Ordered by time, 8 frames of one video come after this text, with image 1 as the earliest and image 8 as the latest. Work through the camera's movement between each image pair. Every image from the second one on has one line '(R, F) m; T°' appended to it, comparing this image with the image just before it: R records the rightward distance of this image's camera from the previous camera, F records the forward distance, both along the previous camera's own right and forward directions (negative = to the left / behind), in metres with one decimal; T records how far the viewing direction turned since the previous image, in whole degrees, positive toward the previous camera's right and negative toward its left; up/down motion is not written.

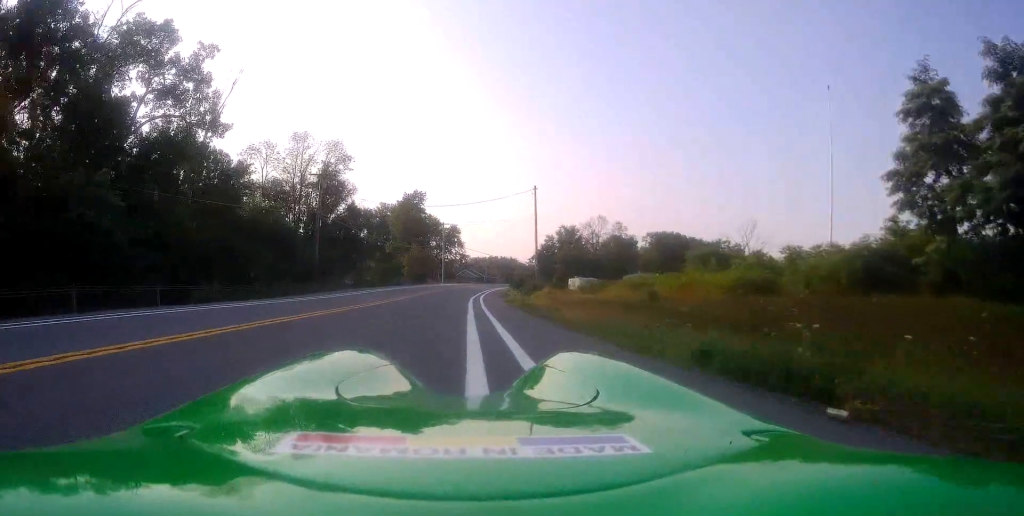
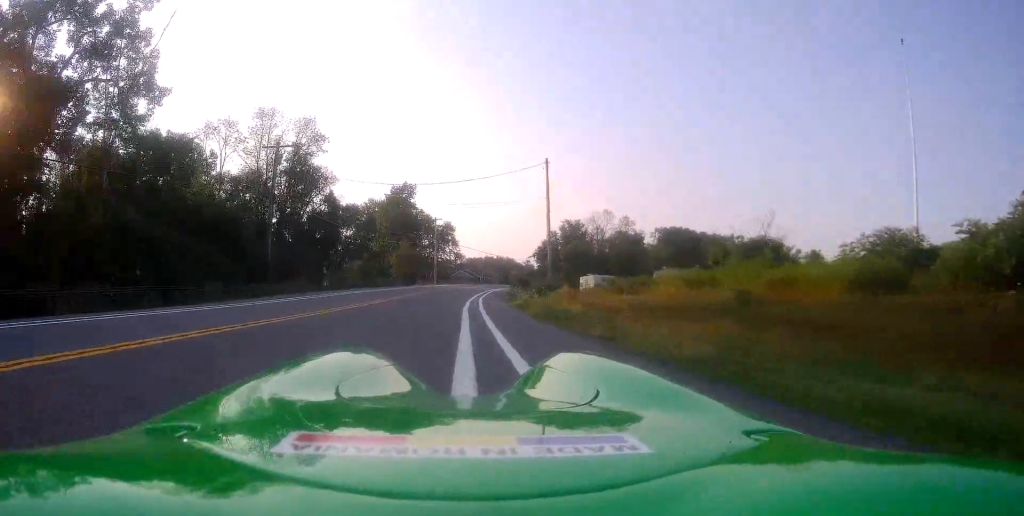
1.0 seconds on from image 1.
(-0.1, +10.5) m; -1°
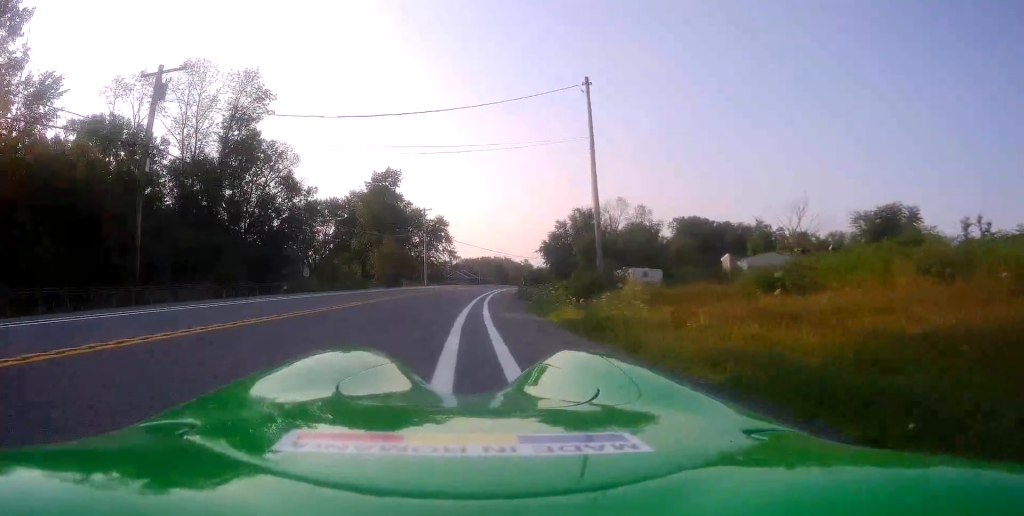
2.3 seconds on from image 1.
(-0.2, +14.9) m; 0°
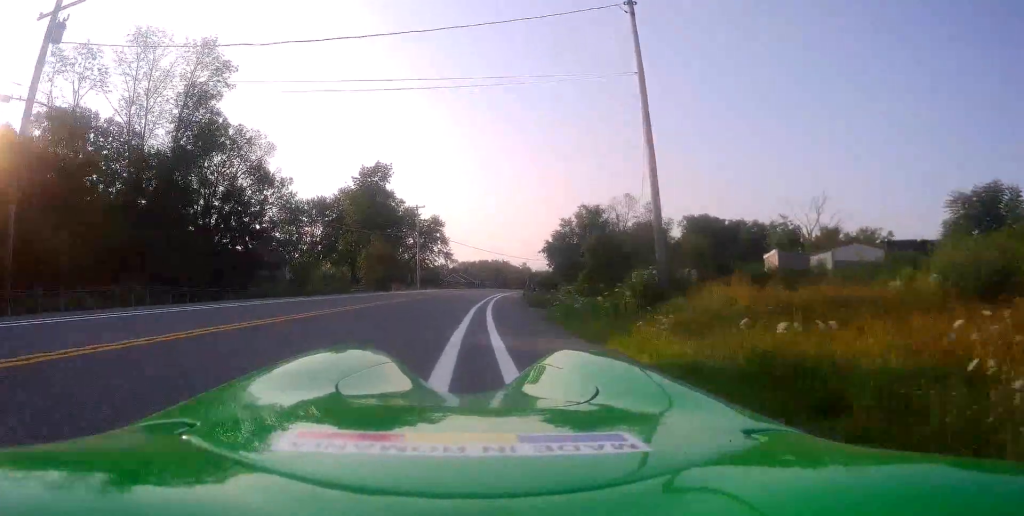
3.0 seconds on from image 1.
(+0.1, +7.5) m; +1°
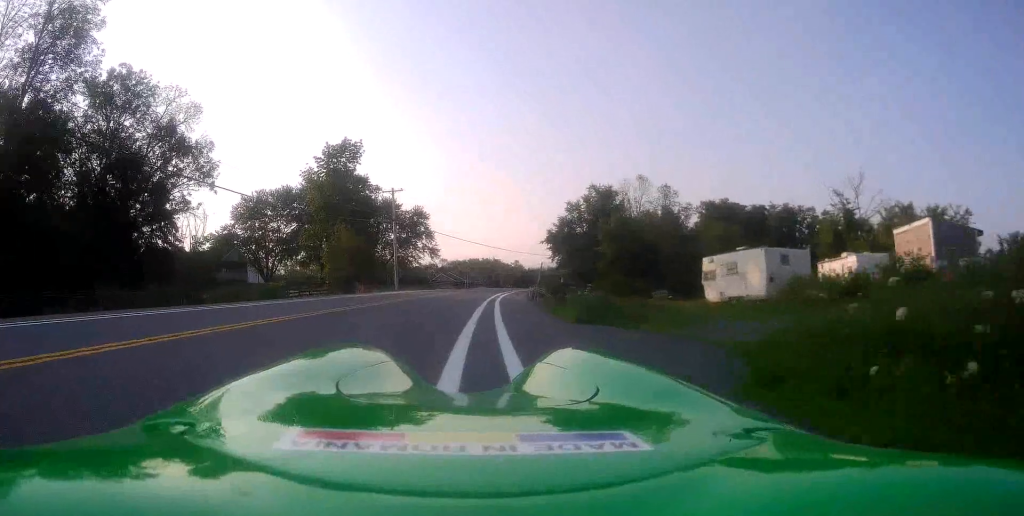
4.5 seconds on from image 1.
(+0.1, +14.4) m; +2°
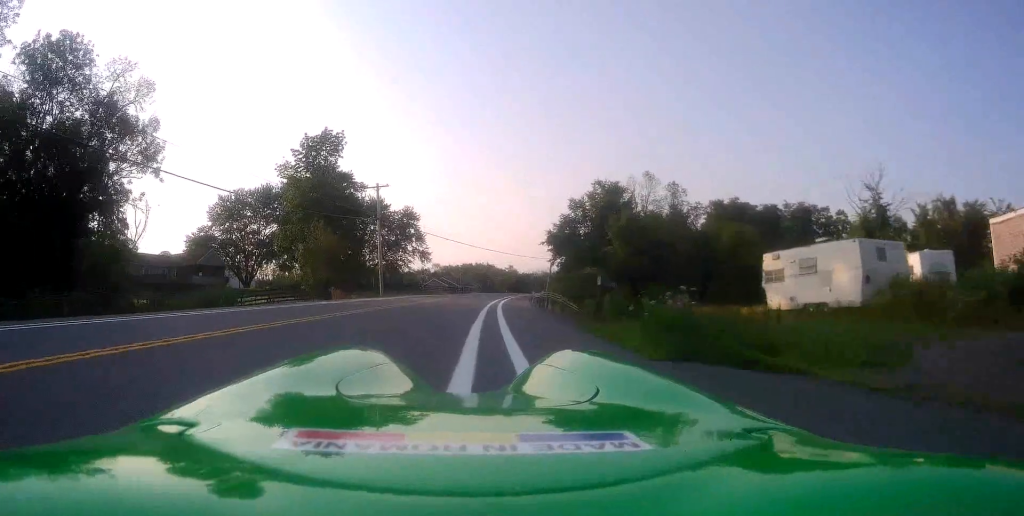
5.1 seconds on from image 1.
(+0.2, +6.5) m; 0°
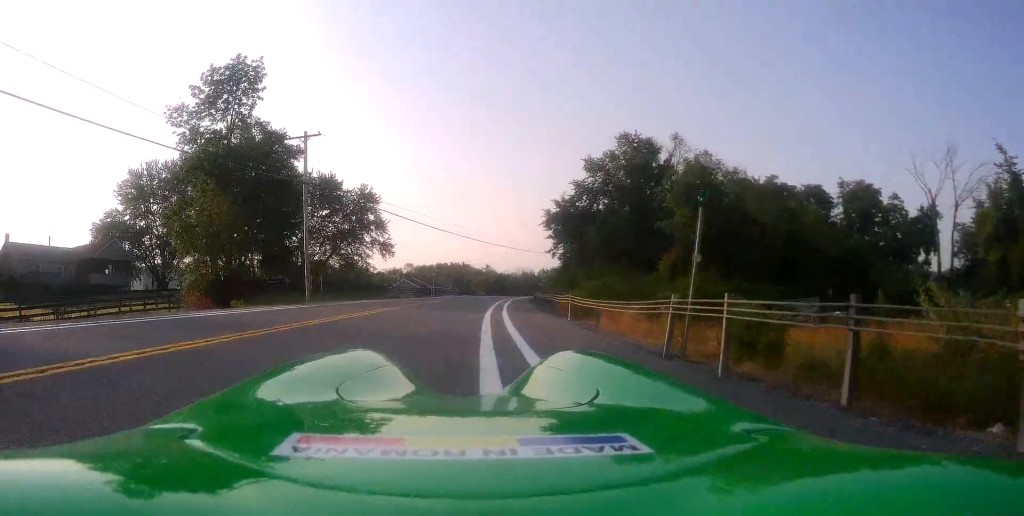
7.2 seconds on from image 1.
(+0.4, +19.4) m; +4°
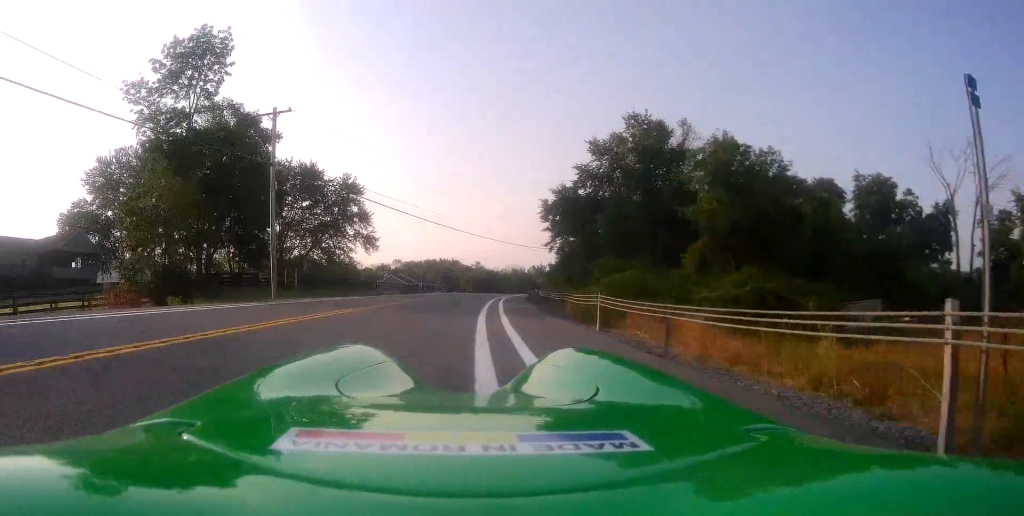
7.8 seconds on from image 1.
(+0.1, +5.1) m; +1°
